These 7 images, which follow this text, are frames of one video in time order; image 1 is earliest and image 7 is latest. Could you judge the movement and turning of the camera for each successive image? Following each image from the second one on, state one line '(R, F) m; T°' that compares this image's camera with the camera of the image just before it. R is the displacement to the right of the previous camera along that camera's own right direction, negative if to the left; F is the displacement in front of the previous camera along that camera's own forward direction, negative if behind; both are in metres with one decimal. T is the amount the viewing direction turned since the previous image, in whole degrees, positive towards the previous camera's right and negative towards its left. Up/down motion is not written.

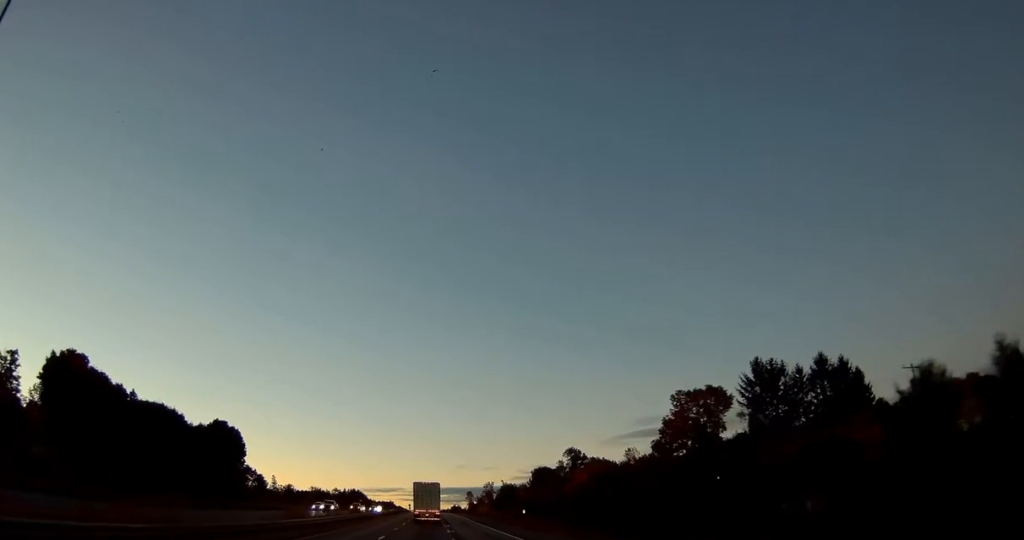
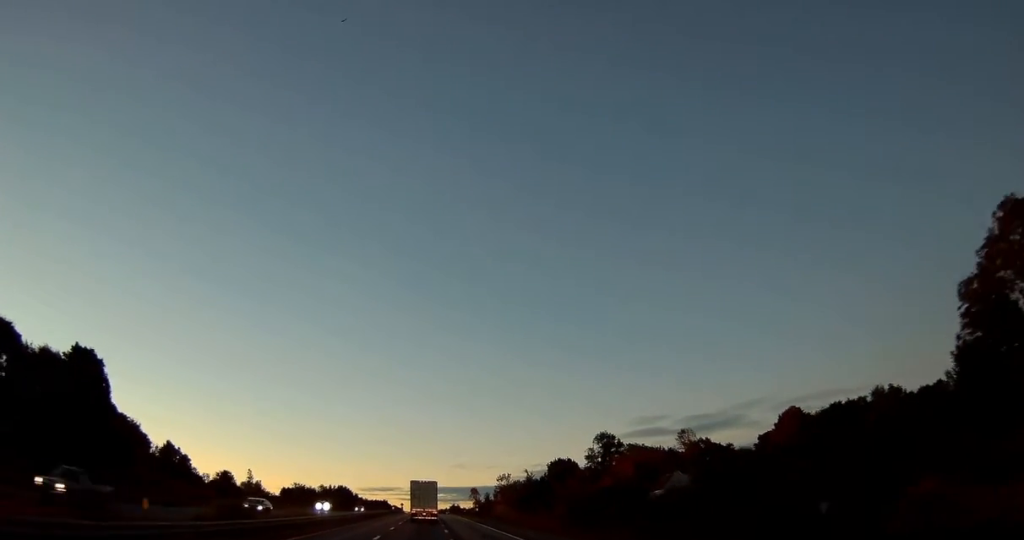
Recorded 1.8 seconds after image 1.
(0.0, +50.4) m; 0°
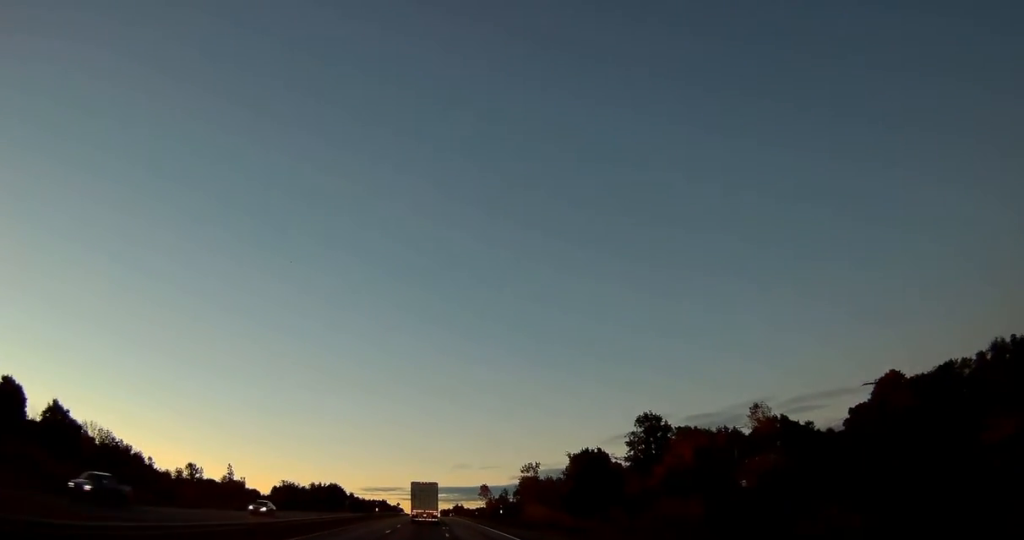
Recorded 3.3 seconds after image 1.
(0.0, +40.5) m; 0°
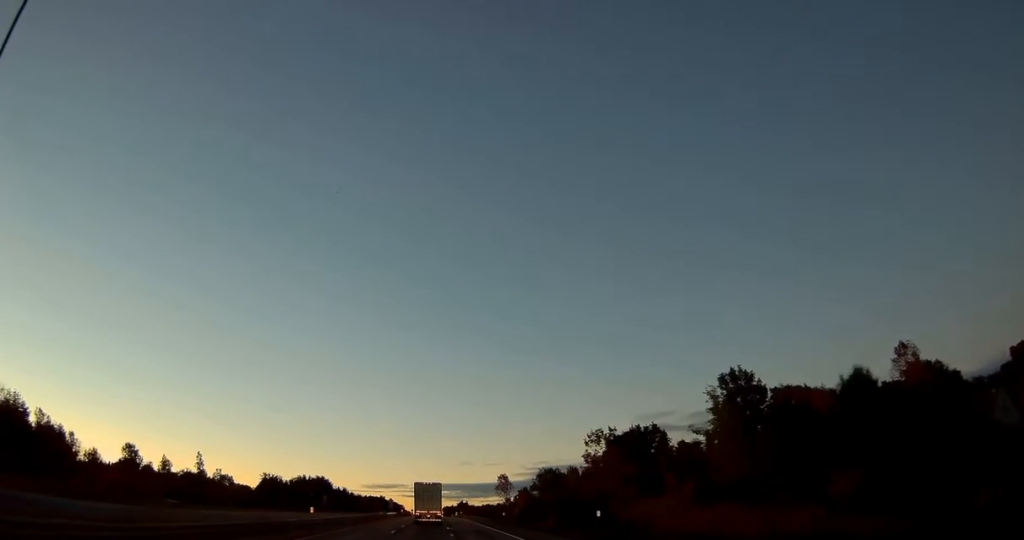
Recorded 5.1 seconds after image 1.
(-0.1, +48.0) m; 0°
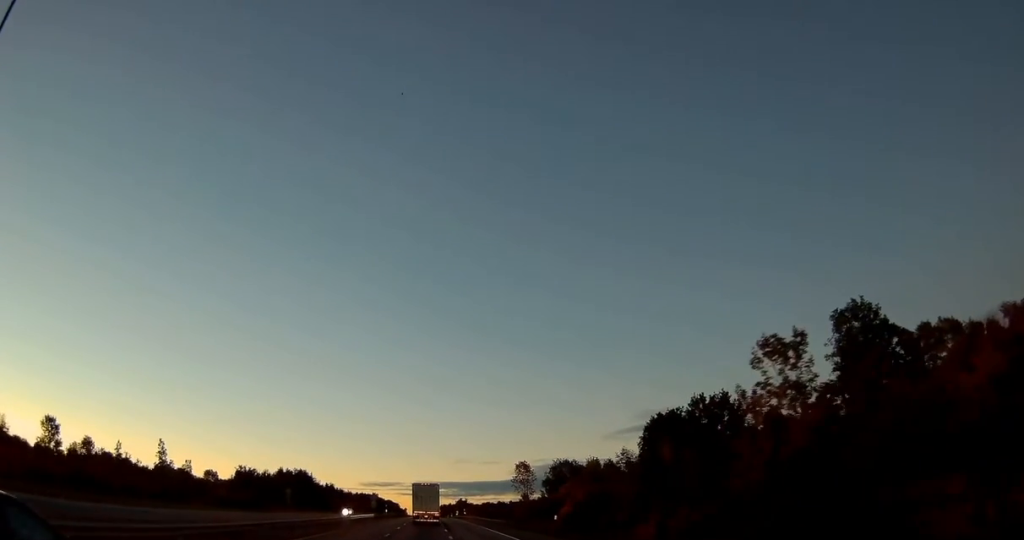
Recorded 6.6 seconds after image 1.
(+0.1, +39.5) m; 0°
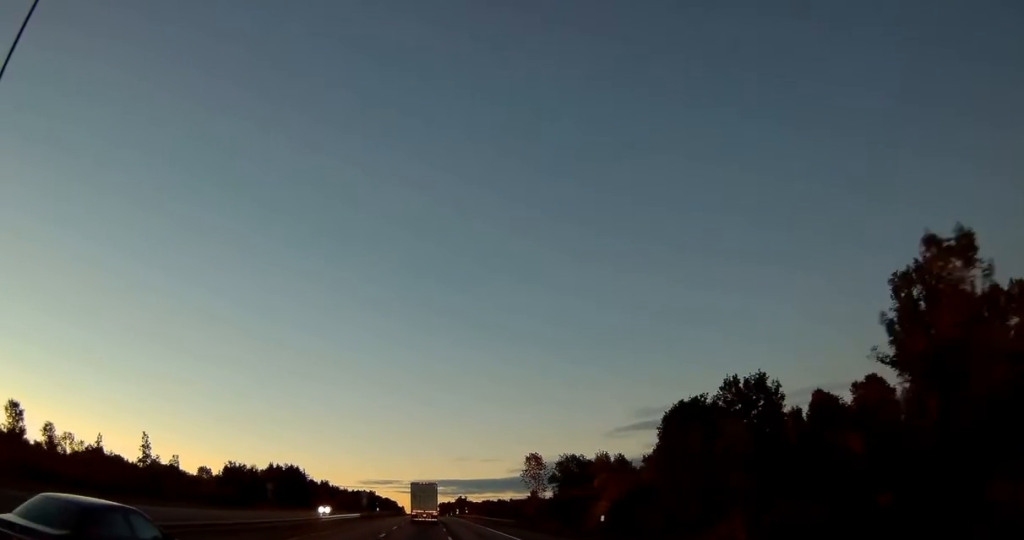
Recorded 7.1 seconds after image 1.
(+0.1, +13.9) m; 0°
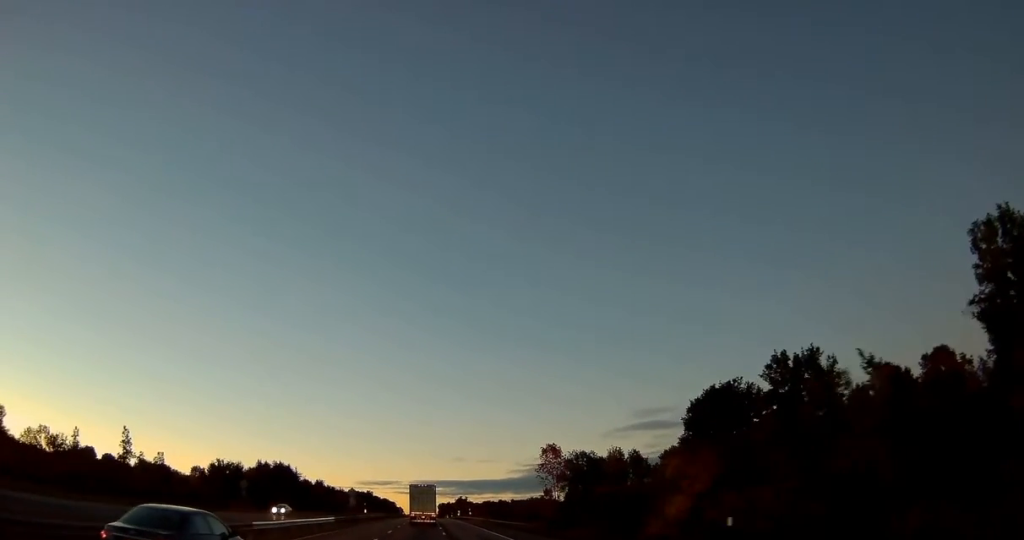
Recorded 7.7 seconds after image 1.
(0.0, +16.0) m; 0°
